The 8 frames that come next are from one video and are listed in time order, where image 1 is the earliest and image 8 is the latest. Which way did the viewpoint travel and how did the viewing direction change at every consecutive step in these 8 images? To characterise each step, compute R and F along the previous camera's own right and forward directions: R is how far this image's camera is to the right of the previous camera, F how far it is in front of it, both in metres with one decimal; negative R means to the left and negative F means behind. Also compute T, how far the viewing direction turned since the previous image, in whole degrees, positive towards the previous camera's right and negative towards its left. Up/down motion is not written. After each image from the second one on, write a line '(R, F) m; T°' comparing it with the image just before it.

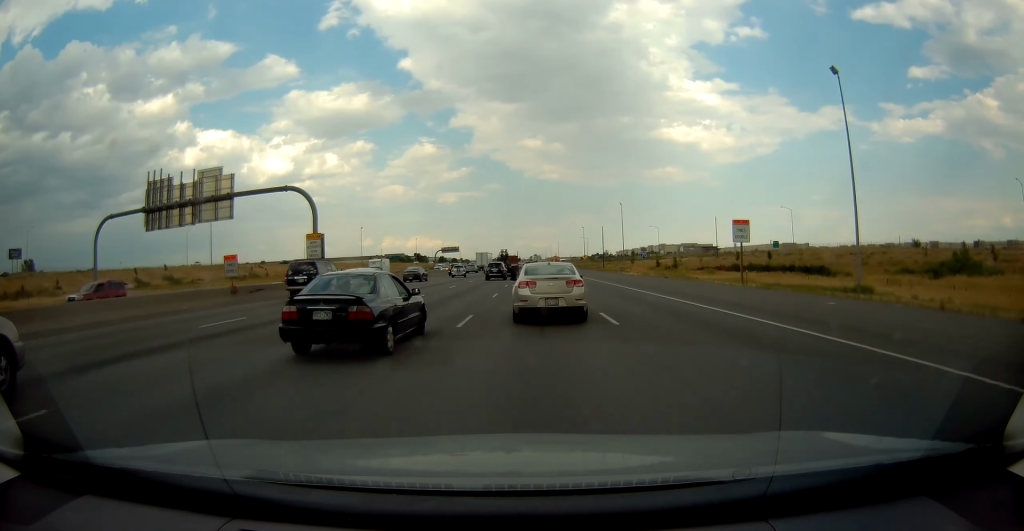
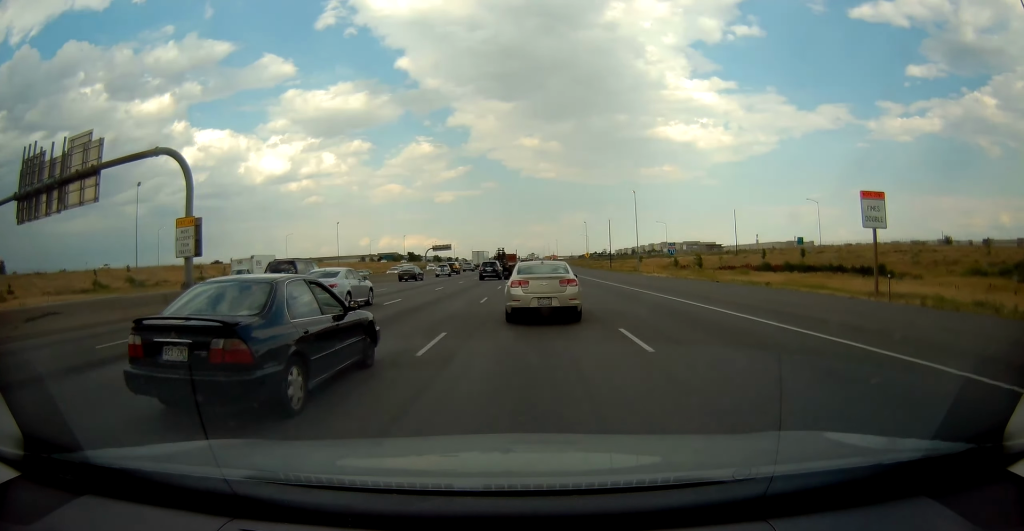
(-0.1, +16.6) m; -1°
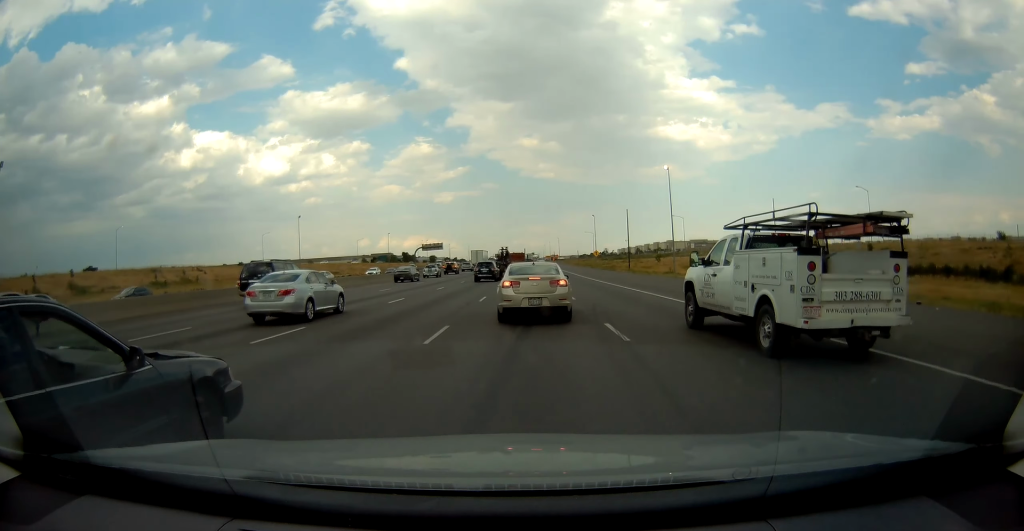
(0.0, +22.7) m; +1°
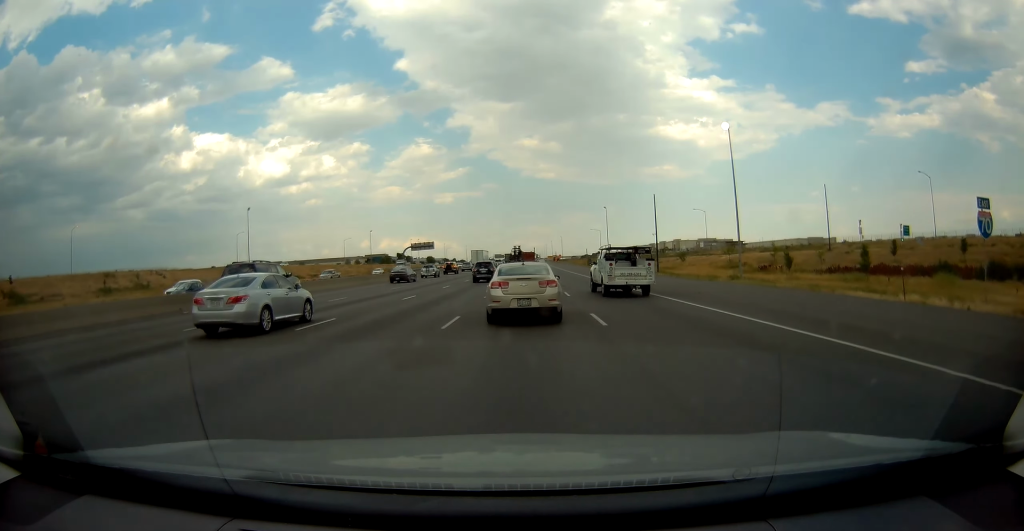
(0.0, +21.2) m; -1°
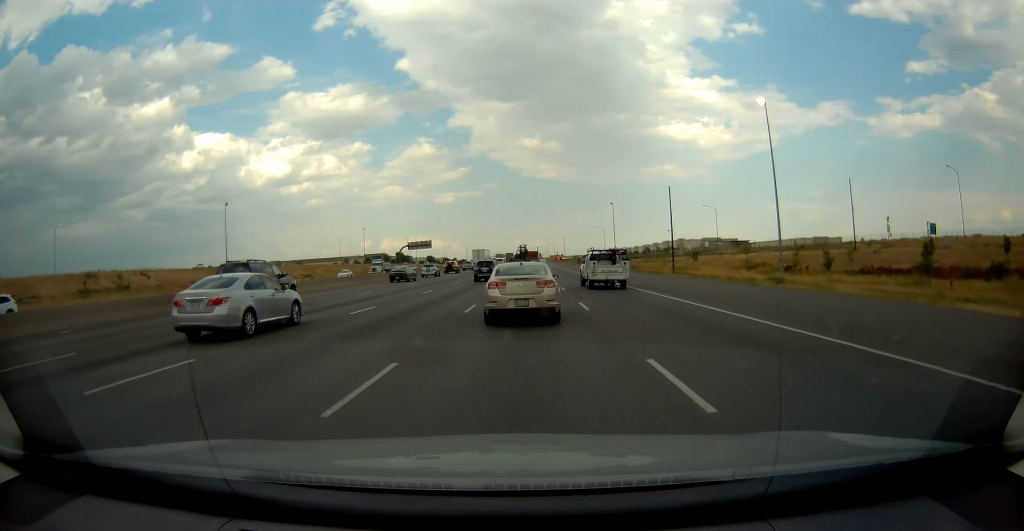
(0.0, +7.7) m; 0°
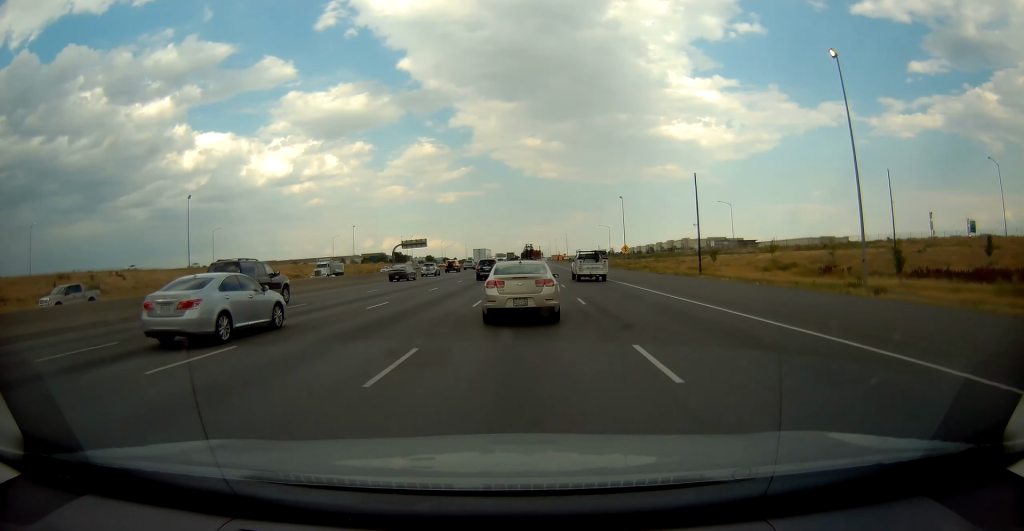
(-0.1, +10.5) m; +1°
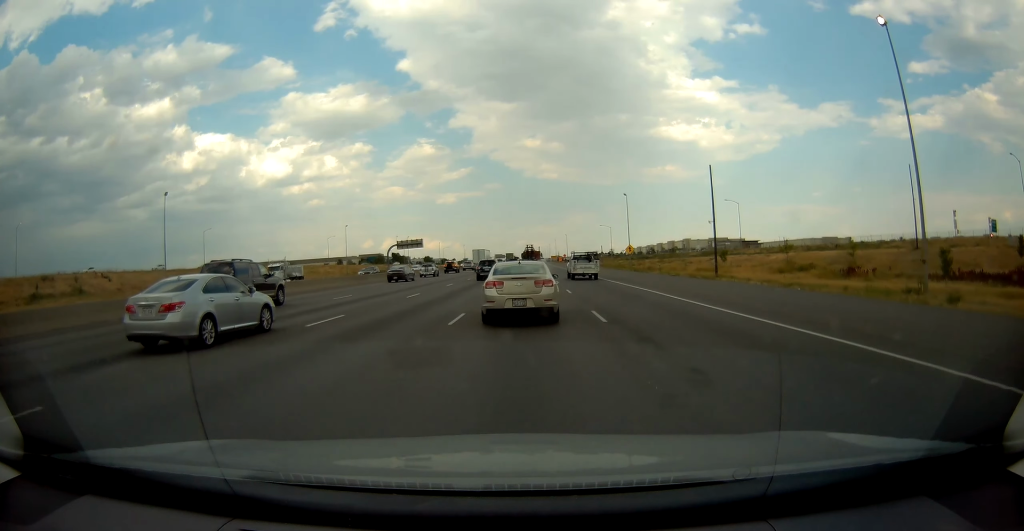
(+0.1, +5.4) m; 0°
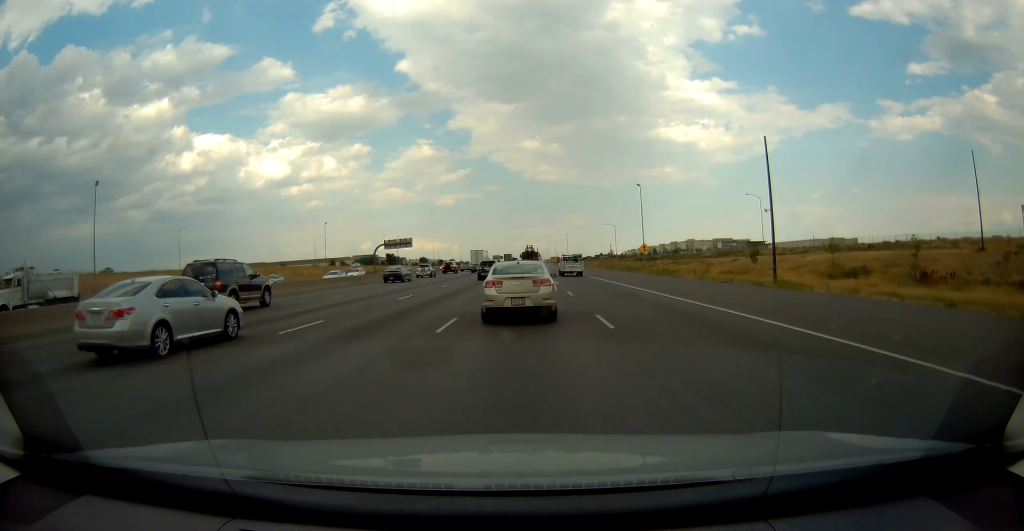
(0.0, +13.5) m; 0°
